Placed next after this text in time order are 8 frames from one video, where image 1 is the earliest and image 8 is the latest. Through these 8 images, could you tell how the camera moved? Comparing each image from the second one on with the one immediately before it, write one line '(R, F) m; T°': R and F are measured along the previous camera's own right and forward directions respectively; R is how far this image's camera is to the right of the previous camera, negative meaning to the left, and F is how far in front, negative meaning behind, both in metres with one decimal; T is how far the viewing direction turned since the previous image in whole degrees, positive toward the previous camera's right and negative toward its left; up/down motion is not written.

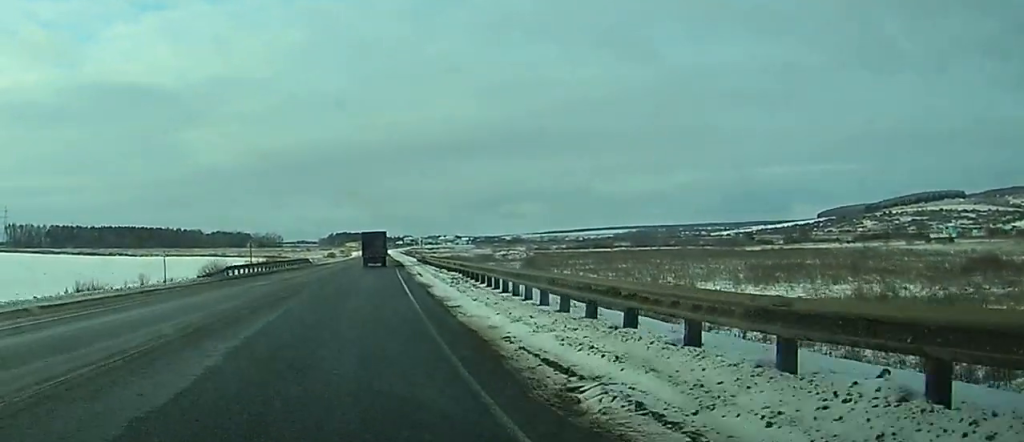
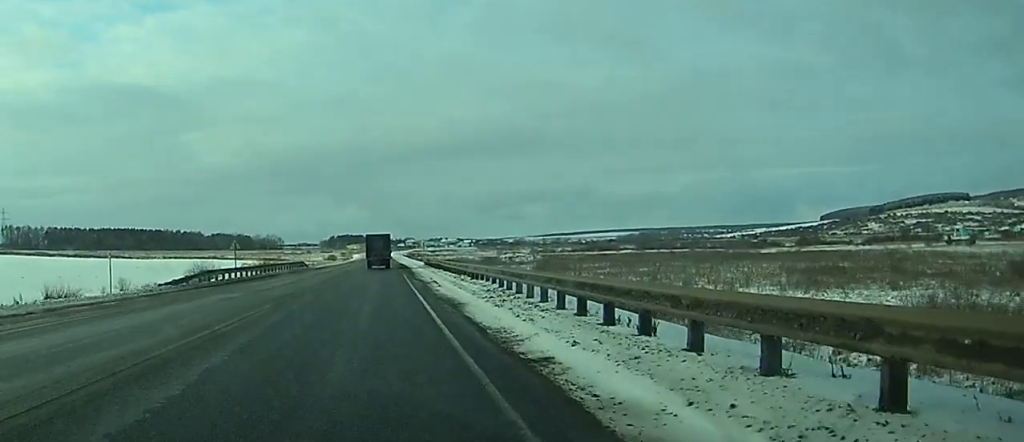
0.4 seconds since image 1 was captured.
(0.0, +9.5) m; 0°
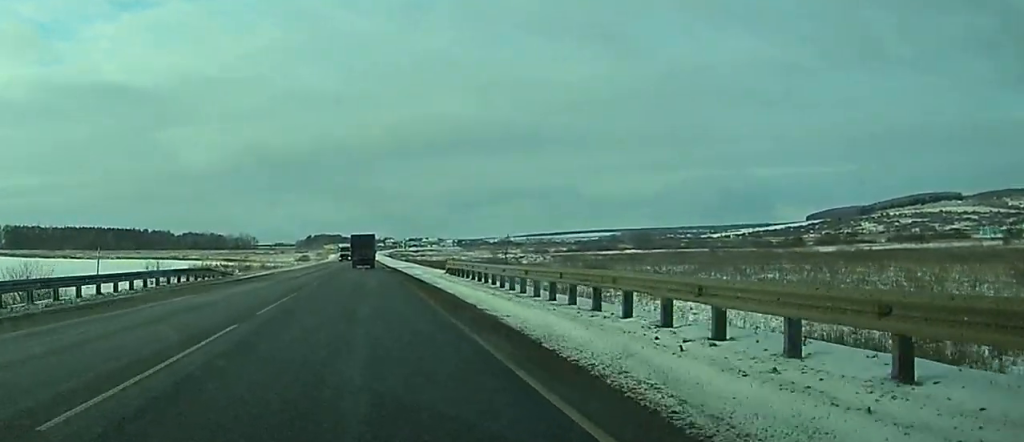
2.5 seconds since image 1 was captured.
(-0.6, +46.1) m; -1°
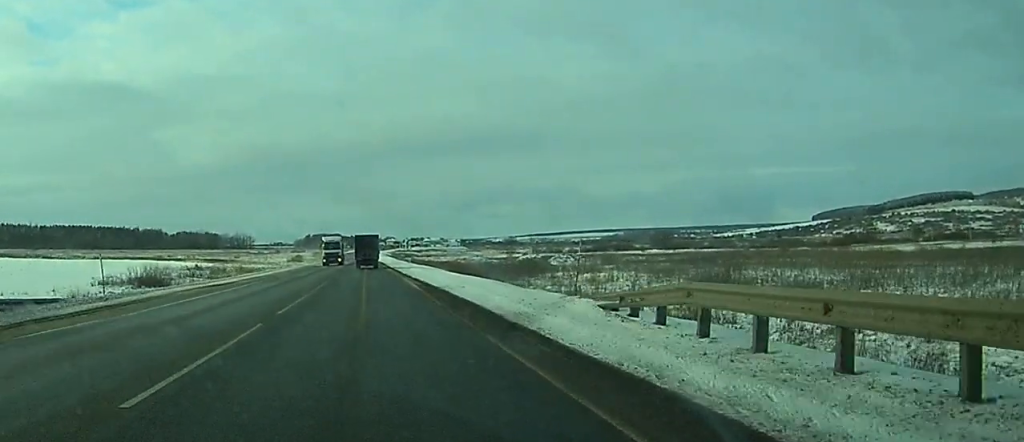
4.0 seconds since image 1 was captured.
(-0.1, +33.9) m; 0°
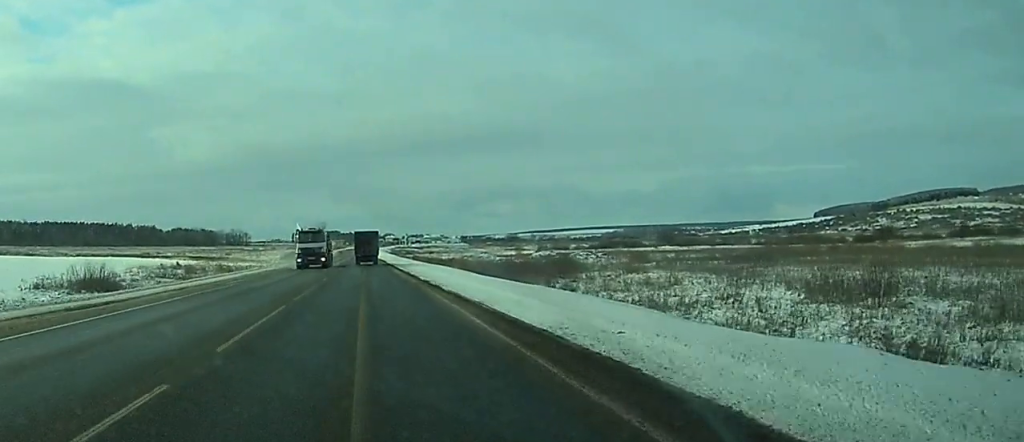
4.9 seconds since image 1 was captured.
(0.0, +19.5) m; 0°
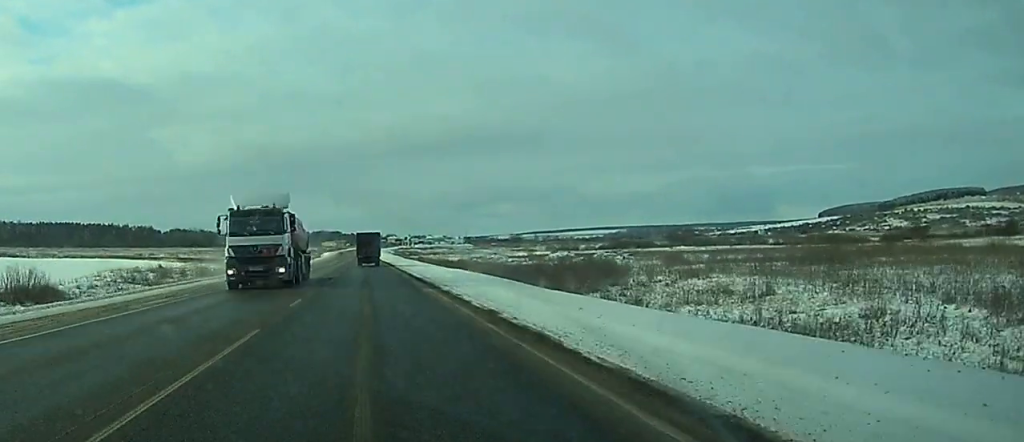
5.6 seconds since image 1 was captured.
(0.0, +17.3) m; 0°
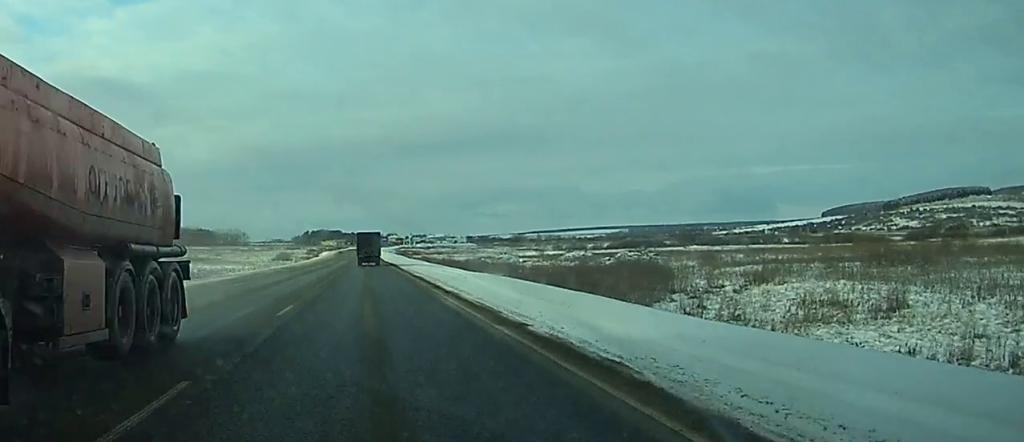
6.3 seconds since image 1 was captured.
(0.0, +15.0) m; 0°
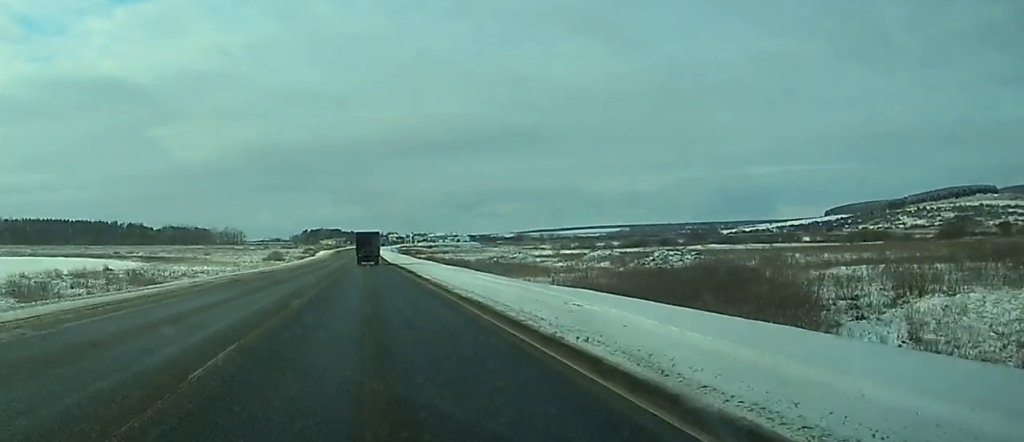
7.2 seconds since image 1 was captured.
(0.0, +20.3) m; 0°
